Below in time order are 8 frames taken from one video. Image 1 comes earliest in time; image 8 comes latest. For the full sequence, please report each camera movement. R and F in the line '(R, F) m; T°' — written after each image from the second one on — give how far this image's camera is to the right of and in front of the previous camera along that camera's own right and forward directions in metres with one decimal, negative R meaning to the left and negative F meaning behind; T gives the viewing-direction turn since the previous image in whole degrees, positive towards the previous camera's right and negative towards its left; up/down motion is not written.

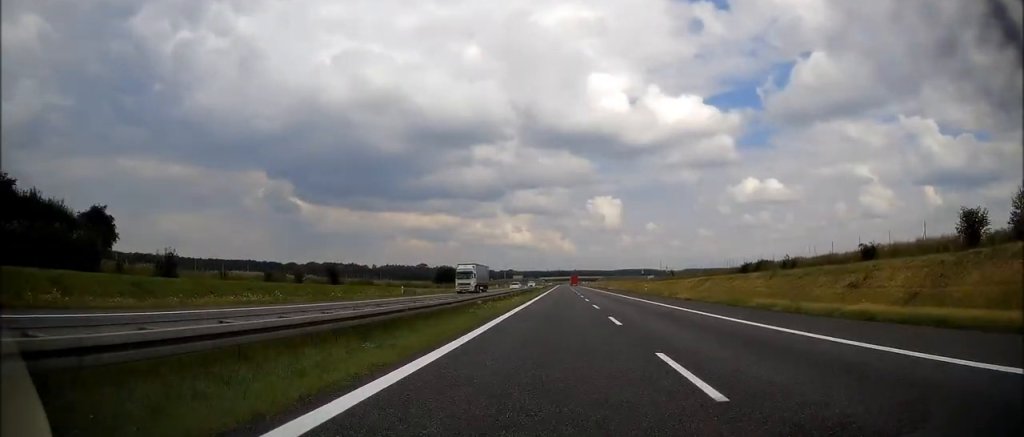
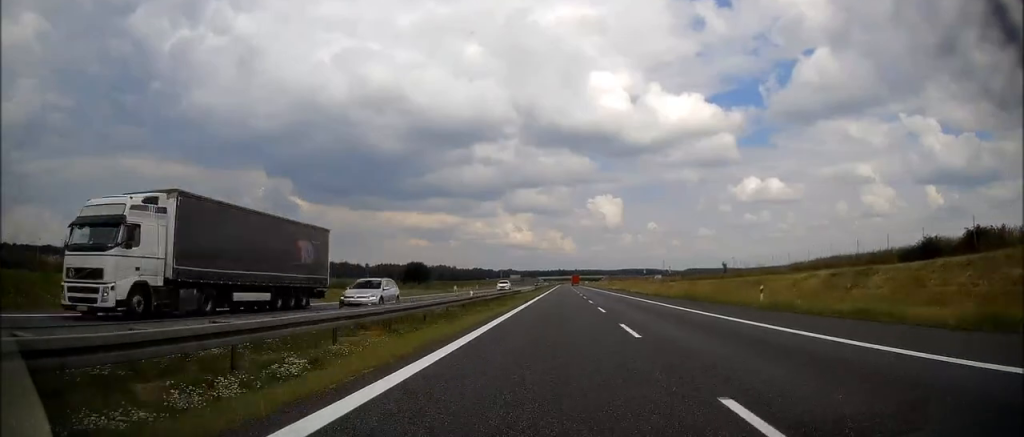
(-0.1, +40.4) m; 0°
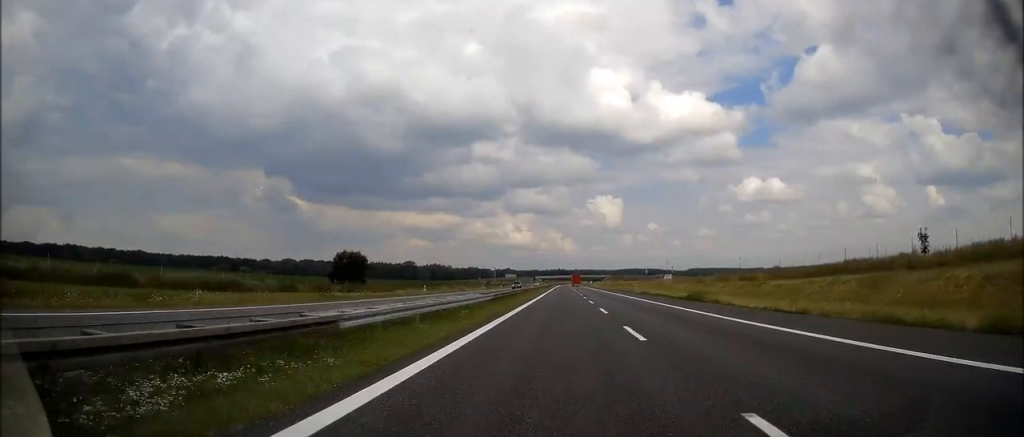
(0.0, +49.0) m; 0°
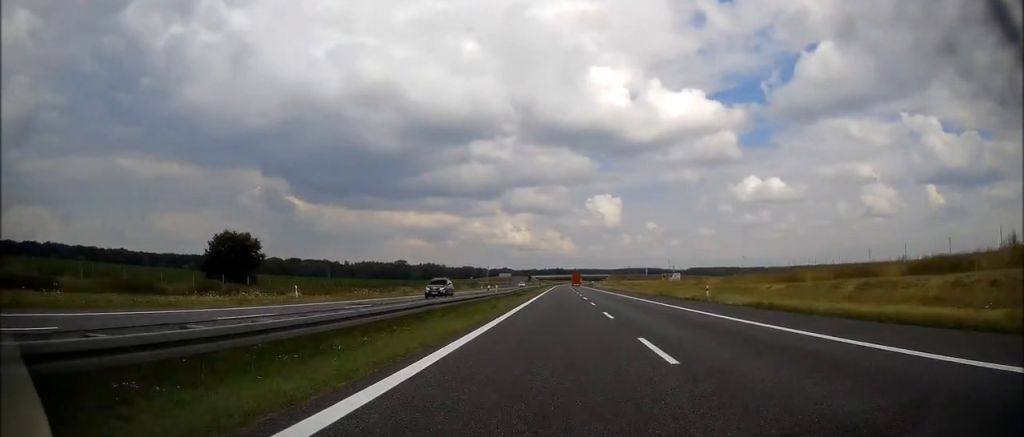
(+0.1, +39.9) m; 0°
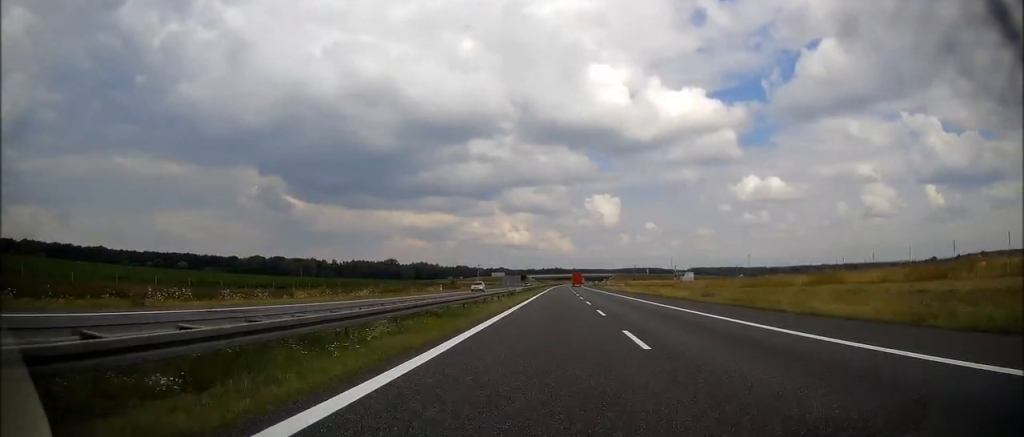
(-0.1, +44.8) m; 0°
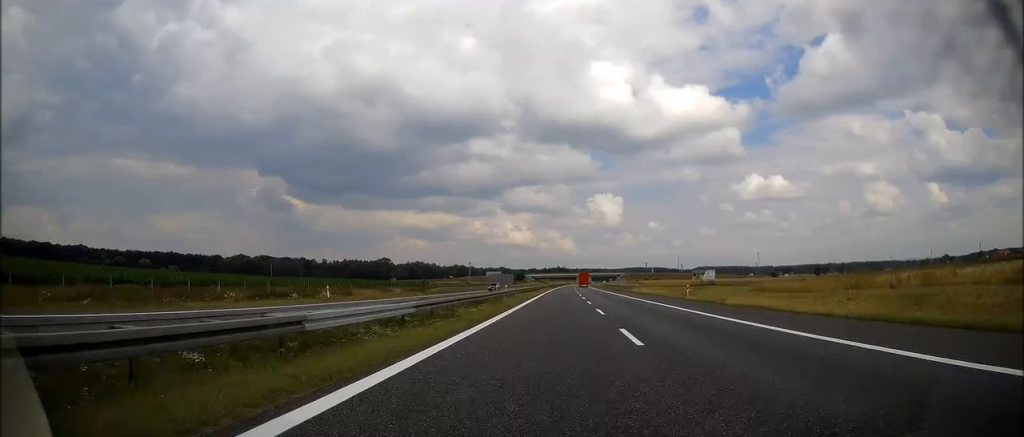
(+0.1, +47.2) m; 0°
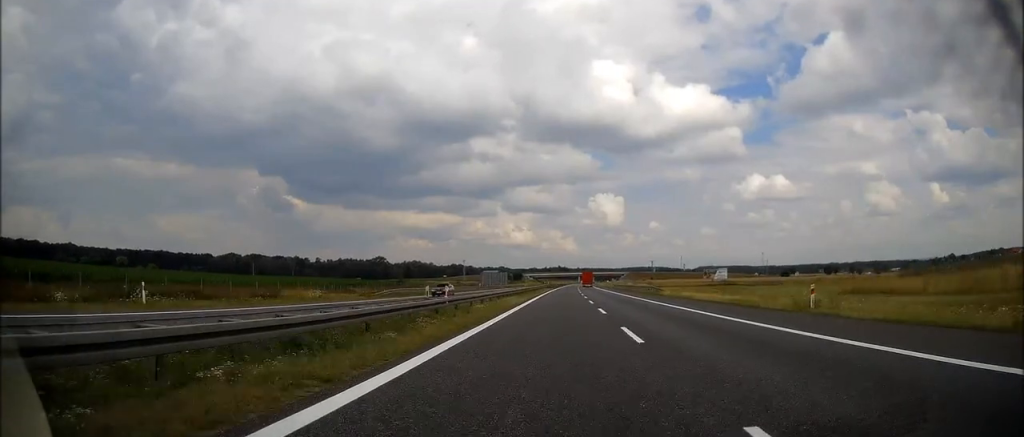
(-0.2, +23.6) m; 0°
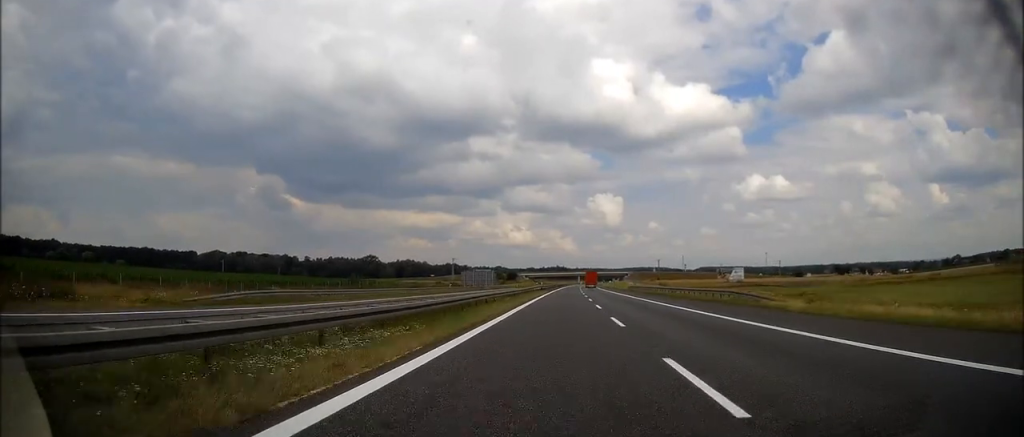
(0.0, +31.1) m; 0°
